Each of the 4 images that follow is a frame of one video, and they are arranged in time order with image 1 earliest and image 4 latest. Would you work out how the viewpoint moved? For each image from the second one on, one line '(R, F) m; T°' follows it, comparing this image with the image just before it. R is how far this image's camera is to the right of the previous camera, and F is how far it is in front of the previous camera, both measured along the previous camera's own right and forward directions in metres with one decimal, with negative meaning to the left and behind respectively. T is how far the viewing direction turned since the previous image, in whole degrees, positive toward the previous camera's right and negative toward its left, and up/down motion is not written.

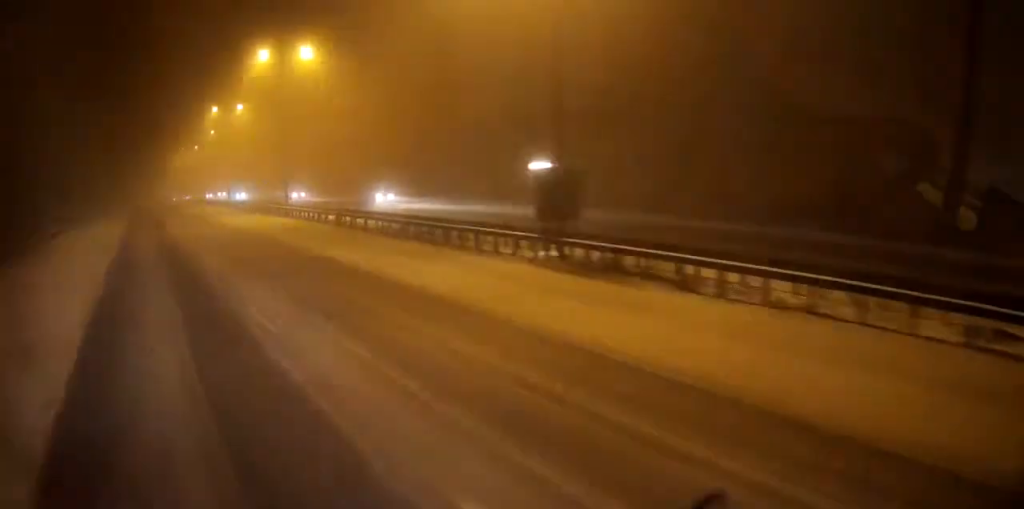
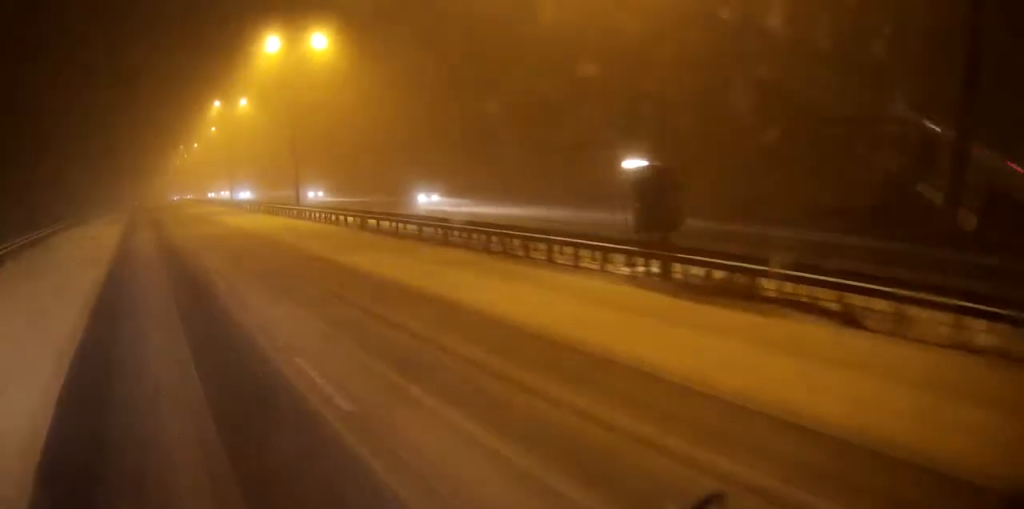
(0.0, +4.5) m; 0°
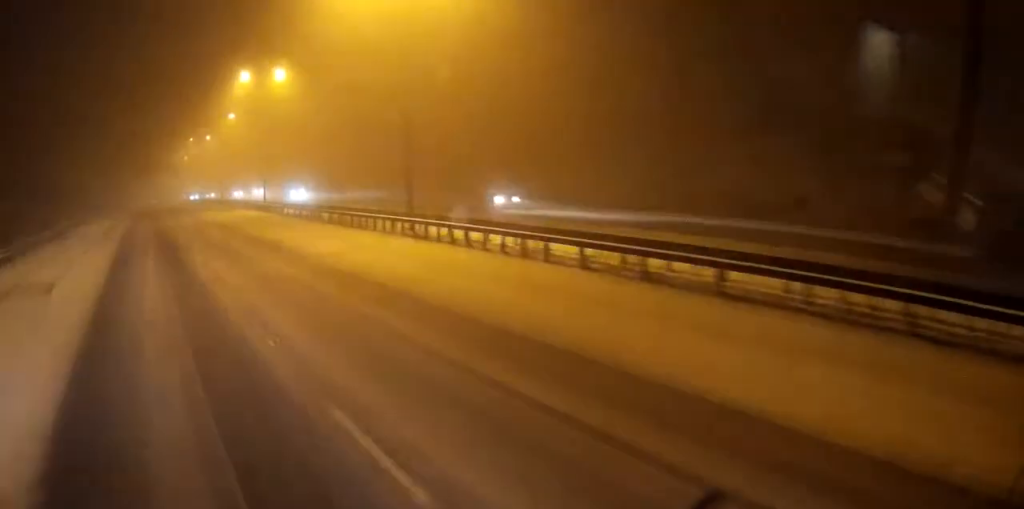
(0.0, +20.0) m; 0°
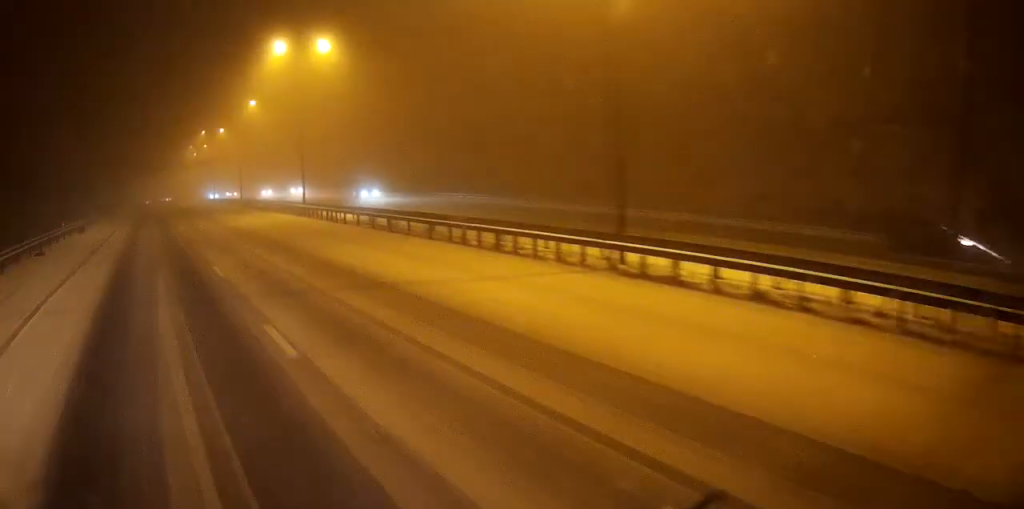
(-0.1, +13.0) m; -1°
